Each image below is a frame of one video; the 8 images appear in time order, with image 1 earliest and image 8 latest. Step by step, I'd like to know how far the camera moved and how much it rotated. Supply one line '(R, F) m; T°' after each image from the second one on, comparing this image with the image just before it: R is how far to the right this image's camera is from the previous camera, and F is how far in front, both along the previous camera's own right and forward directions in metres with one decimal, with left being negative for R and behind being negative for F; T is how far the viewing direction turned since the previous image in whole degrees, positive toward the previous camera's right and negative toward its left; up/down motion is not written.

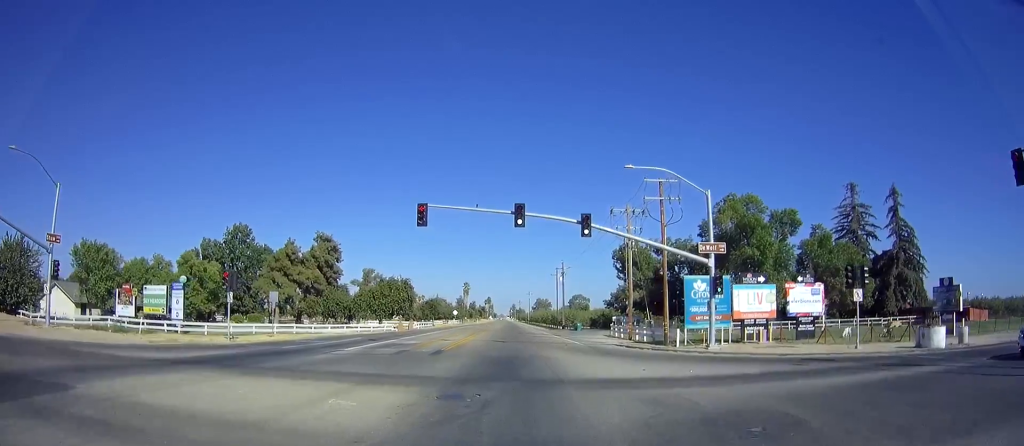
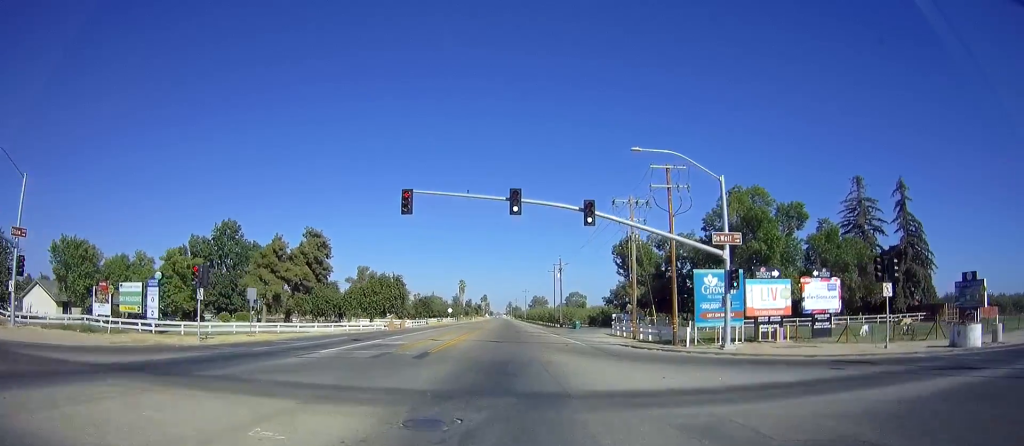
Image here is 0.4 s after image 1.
(+0.1, +2.8) m; +1°
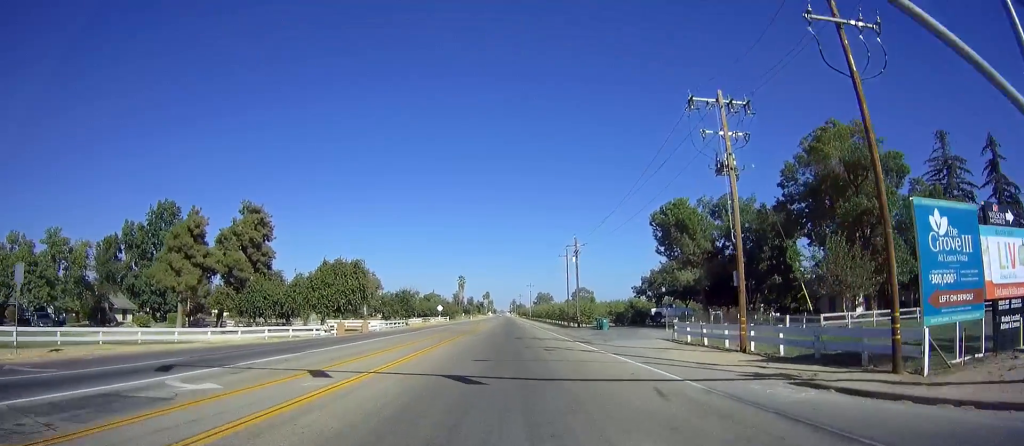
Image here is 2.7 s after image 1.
(+0.6, +18.8) m; +2°
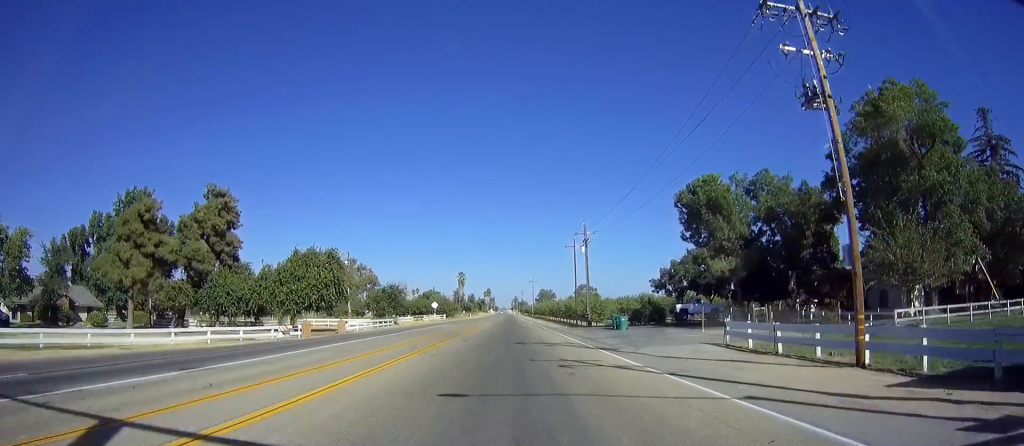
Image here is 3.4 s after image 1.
(0.0, +7.8) m; 0°
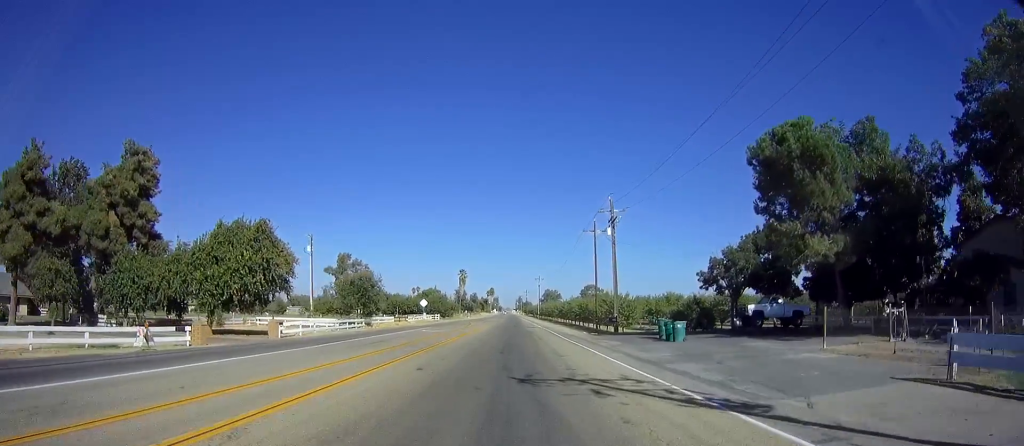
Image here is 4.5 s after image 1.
(0.0, +14.0) m; +1°
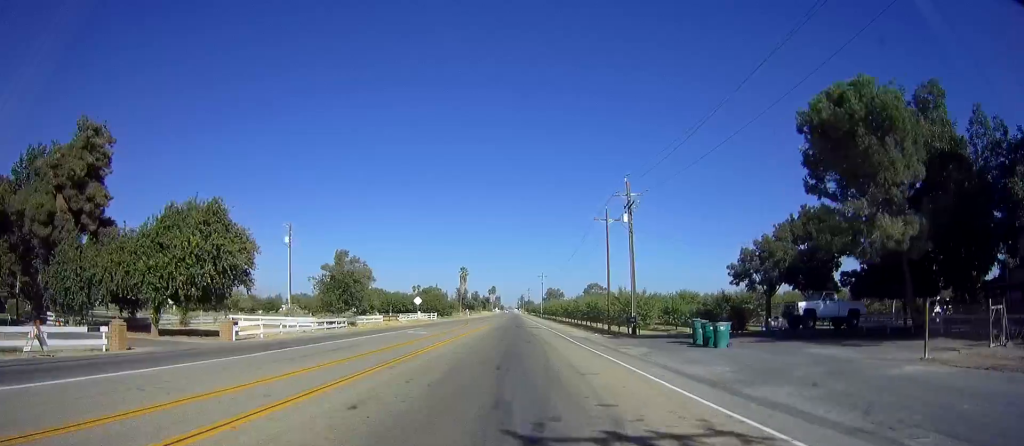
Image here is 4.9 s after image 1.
(0.0, +5.9) m; +1°
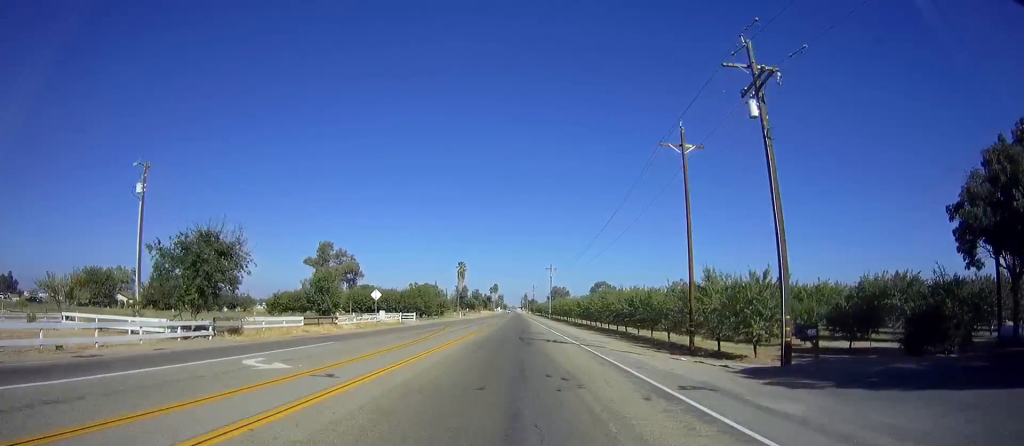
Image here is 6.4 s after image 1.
(+0.1, +22.9) m; -1°
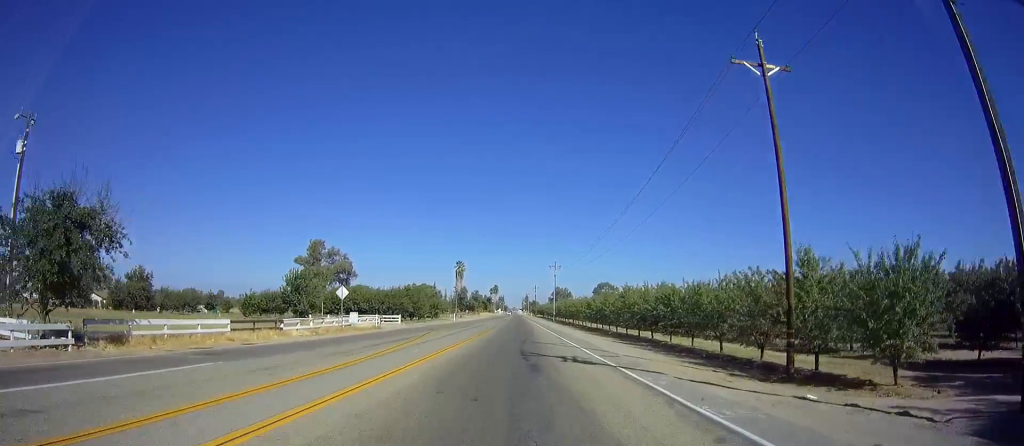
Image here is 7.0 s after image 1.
(-0.1, +9.9) m; -1°
